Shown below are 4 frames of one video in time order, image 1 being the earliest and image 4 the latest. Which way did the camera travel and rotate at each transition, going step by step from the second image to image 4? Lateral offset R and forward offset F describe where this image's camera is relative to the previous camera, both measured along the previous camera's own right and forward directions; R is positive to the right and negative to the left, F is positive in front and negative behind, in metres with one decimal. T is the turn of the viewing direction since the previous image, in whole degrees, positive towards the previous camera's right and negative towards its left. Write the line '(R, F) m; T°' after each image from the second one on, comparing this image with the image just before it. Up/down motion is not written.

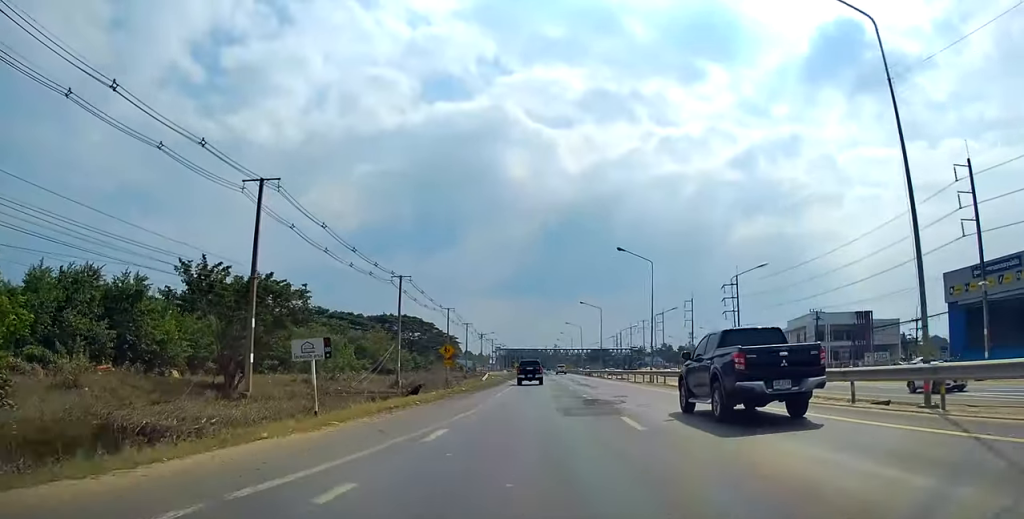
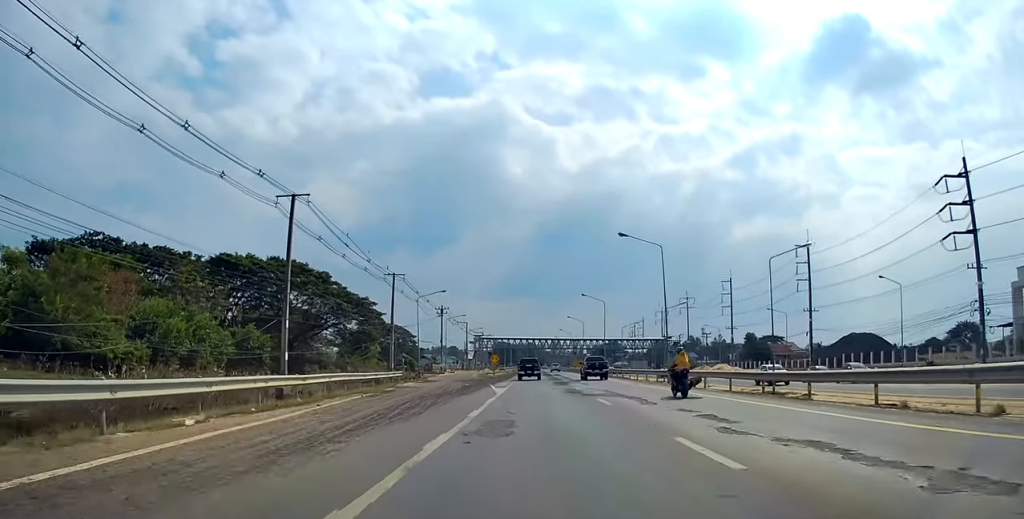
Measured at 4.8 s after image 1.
(+0.2, +76.8) m; -3°
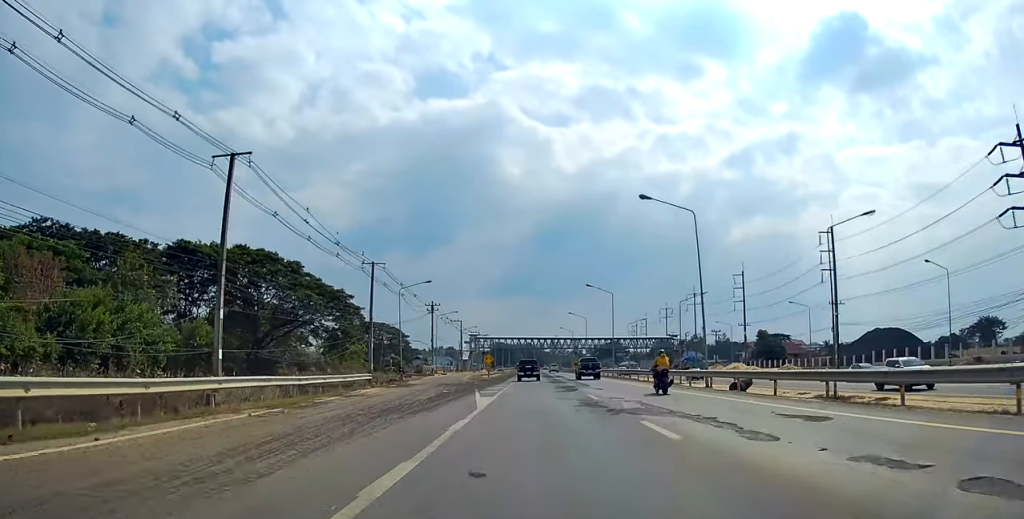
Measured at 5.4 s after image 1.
(-0.4, +9.1) m; 0°
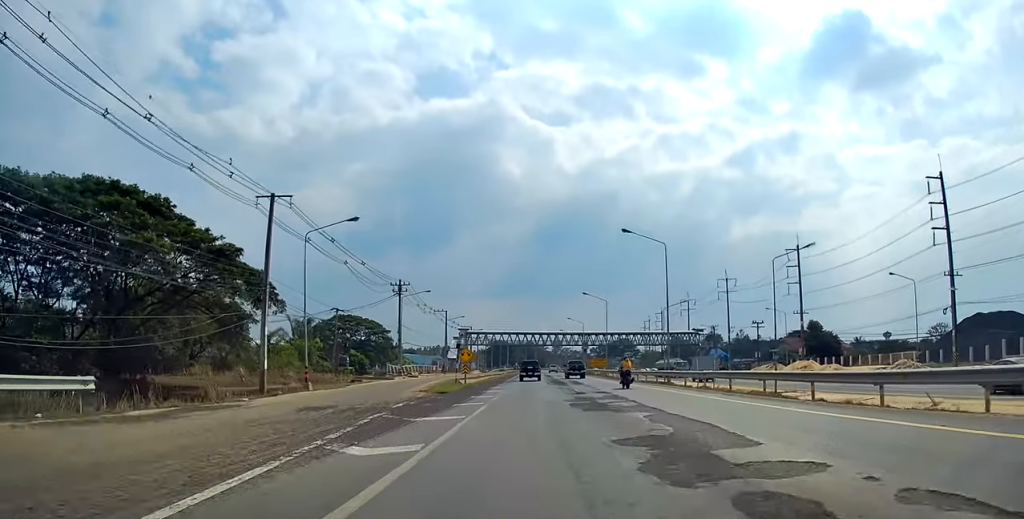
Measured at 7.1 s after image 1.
(+0.3, +26.5) m; 0°
